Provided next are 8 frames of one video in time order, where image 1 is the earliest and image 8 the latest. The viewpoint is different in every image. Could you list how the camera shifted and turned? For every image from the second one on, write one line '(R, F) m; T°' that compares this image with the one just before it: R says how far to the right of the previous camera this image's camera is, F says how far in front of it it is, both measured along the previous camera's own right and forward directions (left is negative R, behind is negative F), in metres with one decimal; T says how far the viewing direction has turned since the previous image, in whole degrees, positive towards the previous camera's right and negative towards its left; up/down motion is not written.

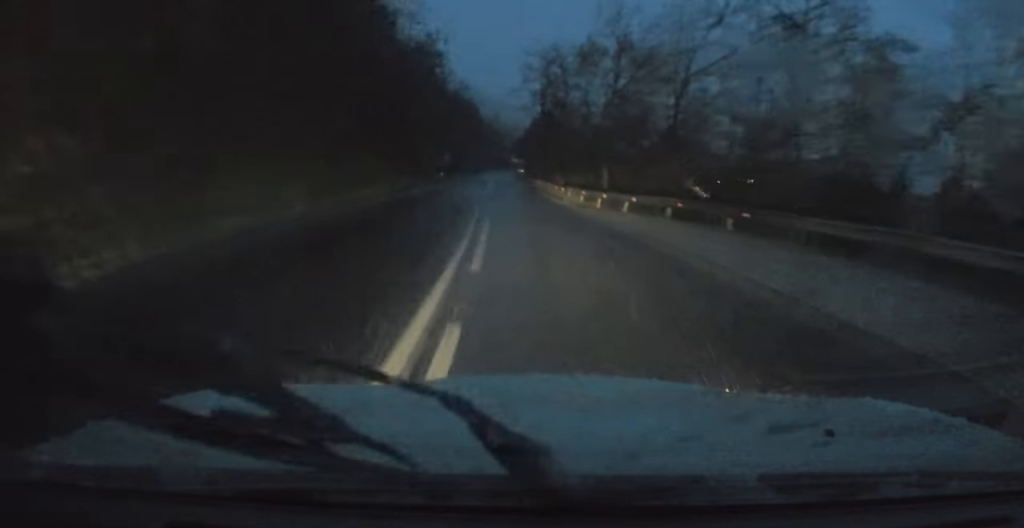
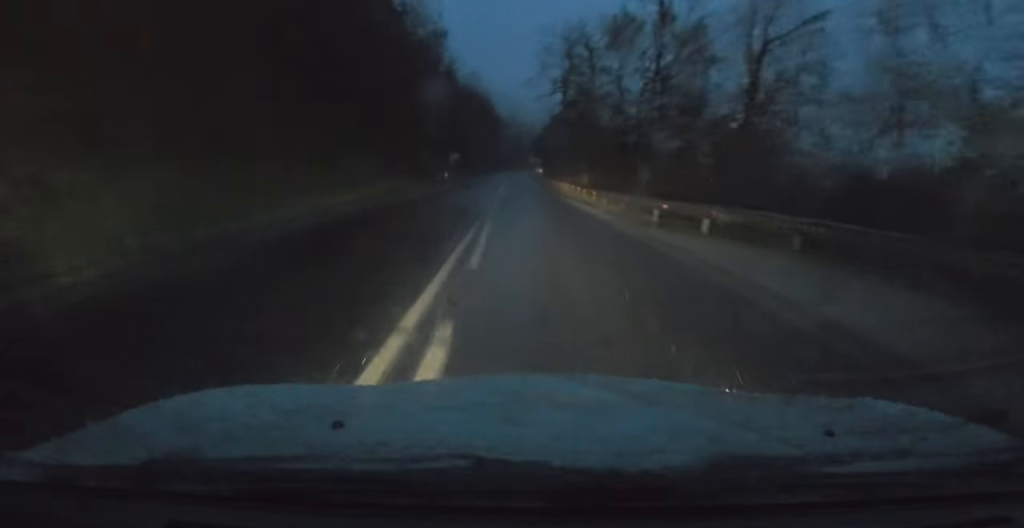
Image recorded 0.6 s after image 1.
(0.0, +9.2) m; 0°
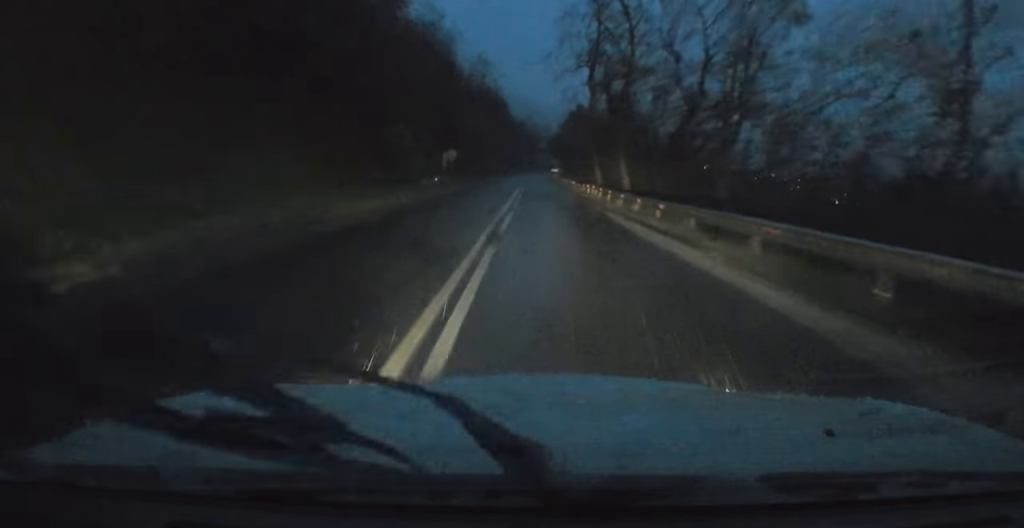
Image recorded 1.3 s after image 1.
(-0.2, +12.6) m; -1°
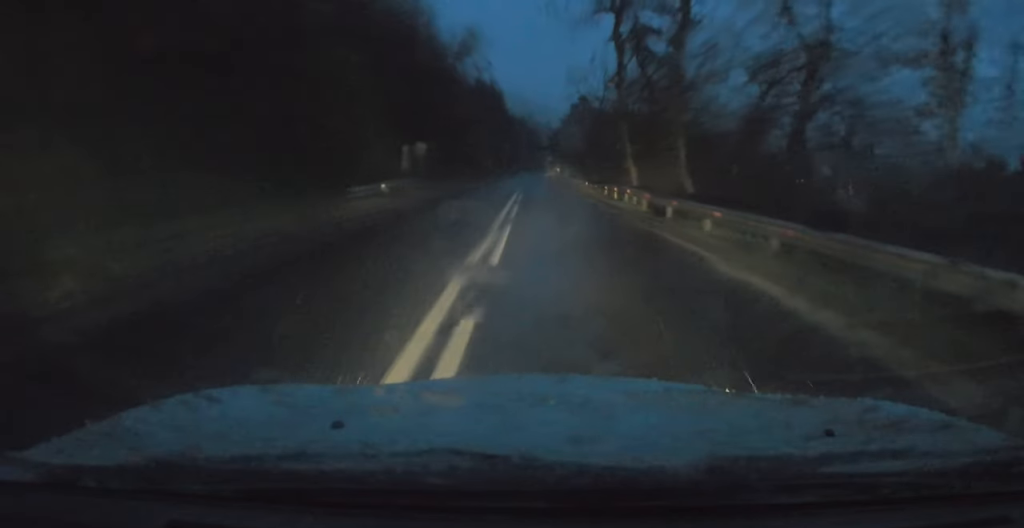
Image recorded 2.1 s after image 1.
(0.0, +13.2) m; 0°
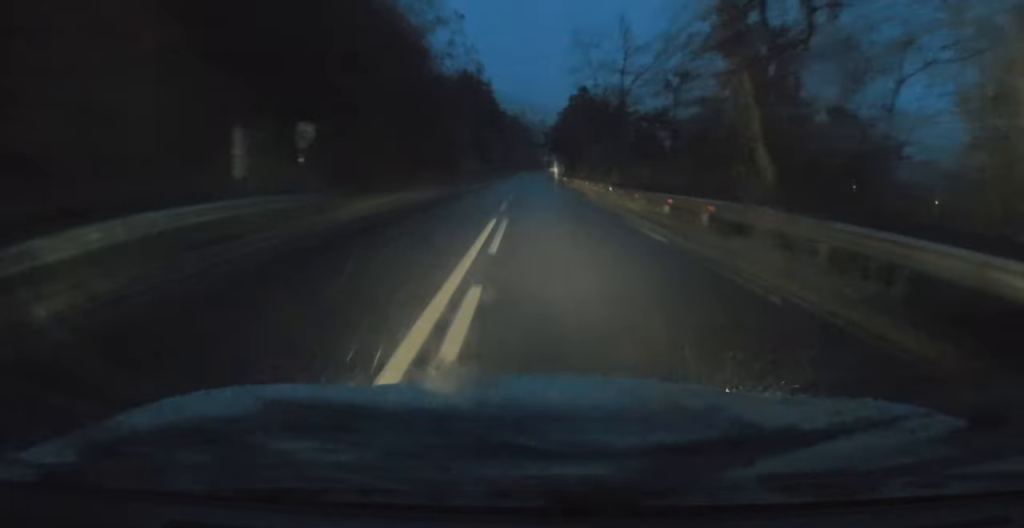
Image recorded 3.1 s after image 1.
(+0.1, +15.8) m; 0°
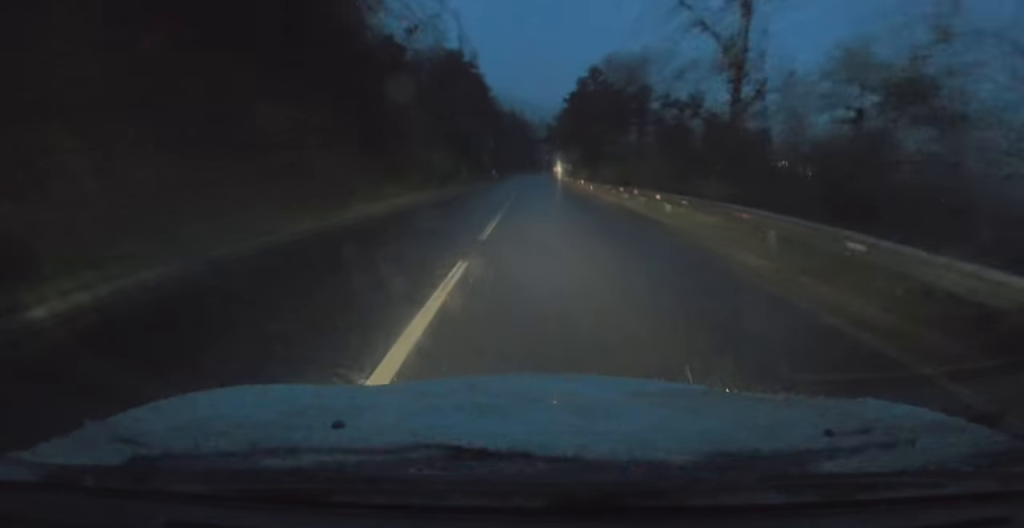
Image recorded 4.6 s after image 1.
(+0.3, +23.5) m; +2°
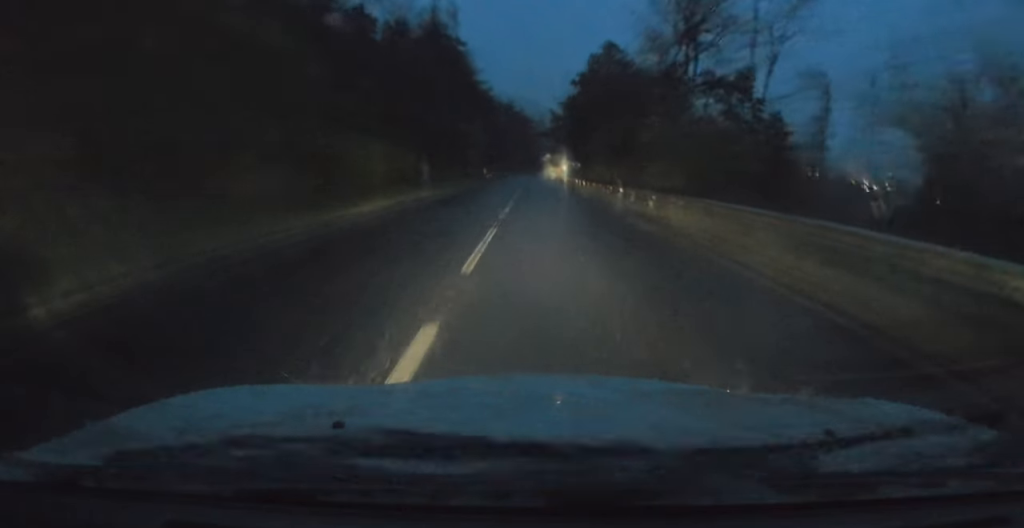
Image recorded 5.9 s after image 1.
(+0.1, +20.4) m; -1°
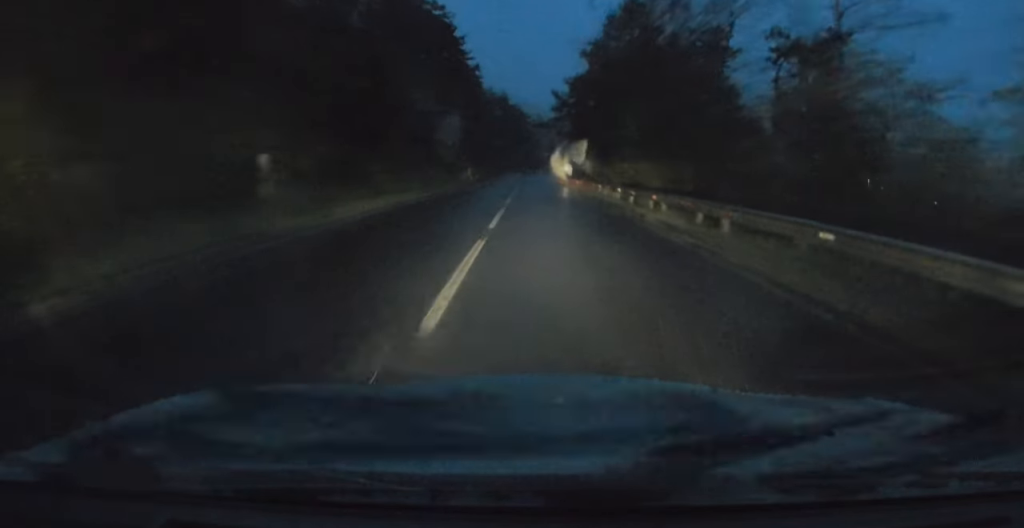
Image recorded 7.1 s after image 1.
(-0.2, +19.7) m; +1°
